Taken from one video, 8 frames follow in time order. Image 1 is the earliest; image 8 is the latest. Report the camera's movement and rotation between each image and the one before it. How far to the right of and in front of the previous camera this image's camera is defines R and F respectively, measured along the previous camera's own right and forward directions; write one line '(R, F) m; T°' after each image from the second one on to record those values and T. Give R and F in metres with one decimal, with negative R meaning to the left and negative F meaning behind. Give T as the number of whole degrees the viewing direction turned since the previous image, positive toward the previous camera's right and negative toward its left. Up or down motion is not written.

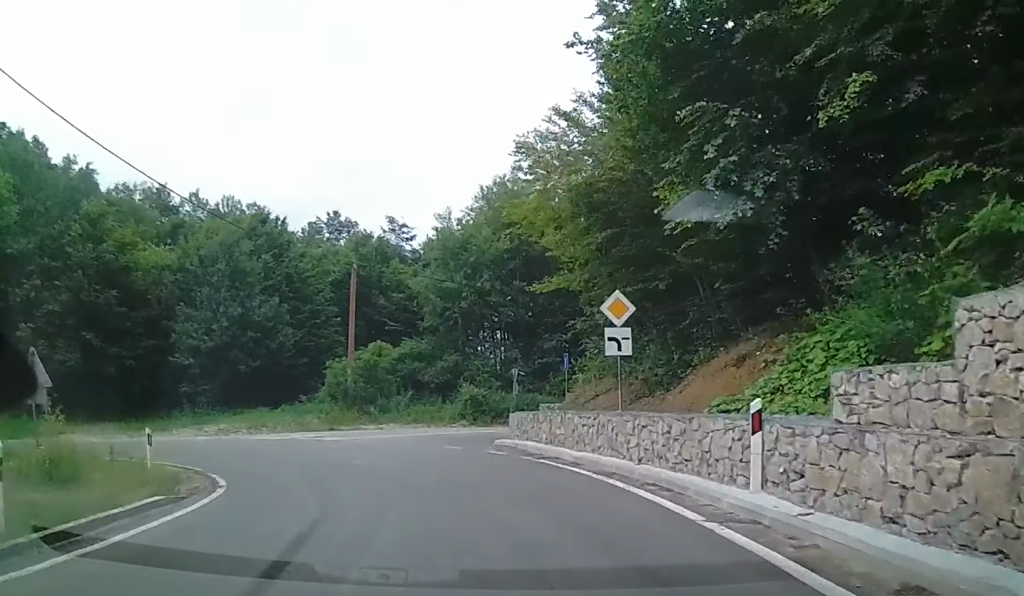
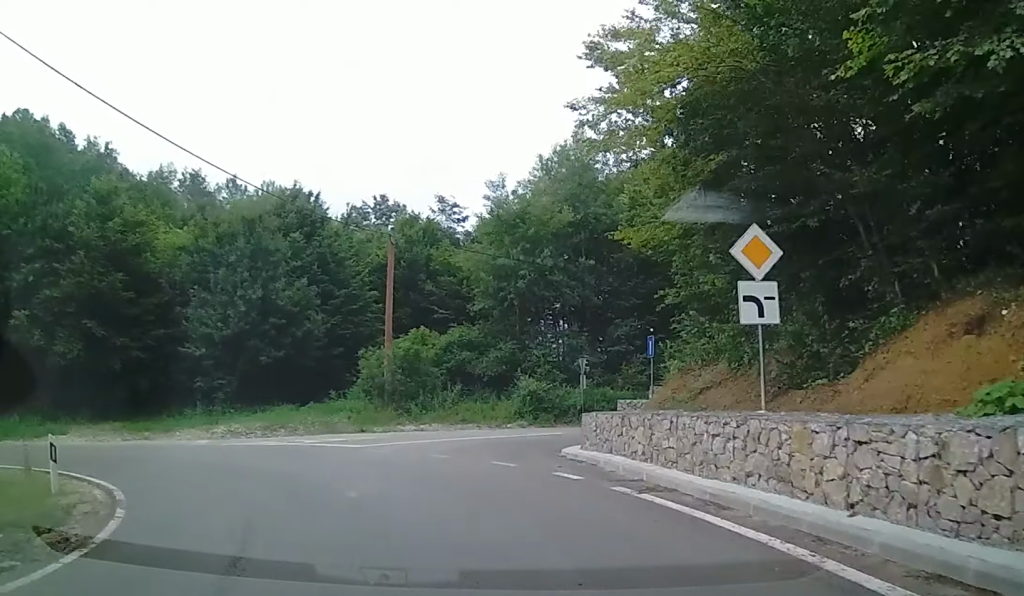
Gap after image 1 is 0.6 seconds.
(-0.1, +5.9) m; -2°
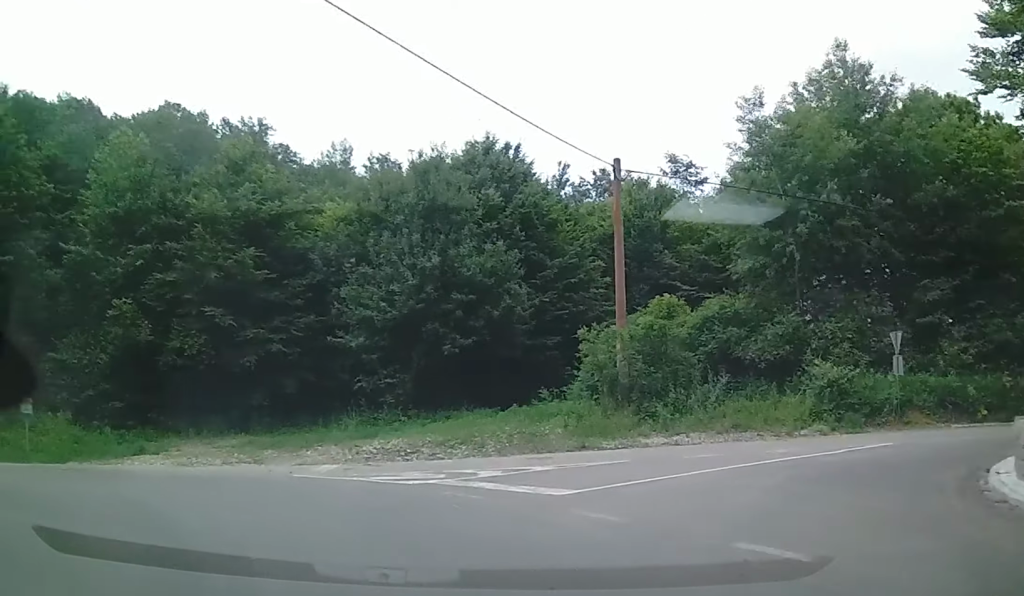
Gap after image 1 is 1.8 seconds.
(-0.6, +12.4) m; -5°
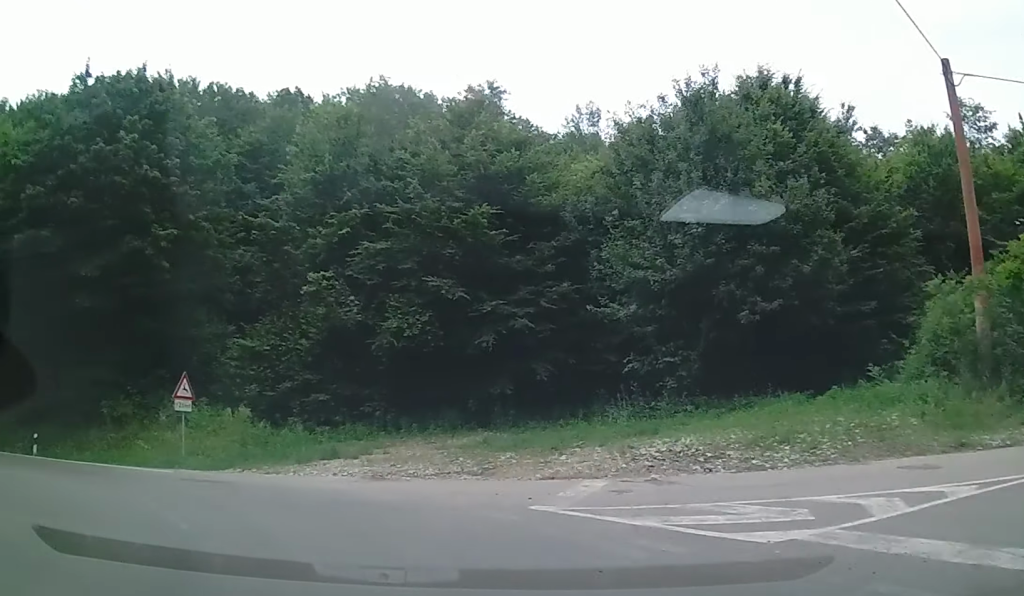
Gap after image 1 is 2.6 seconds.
(-0.3, +8.3) m; -8°
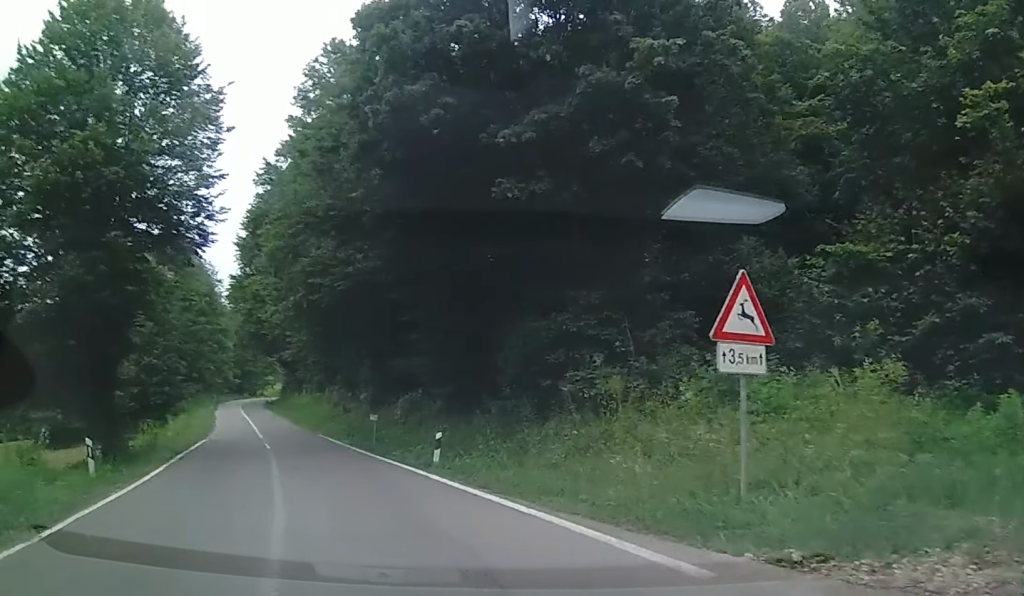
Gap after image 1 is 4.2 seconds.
(-3.6, +15.2) m; -47°
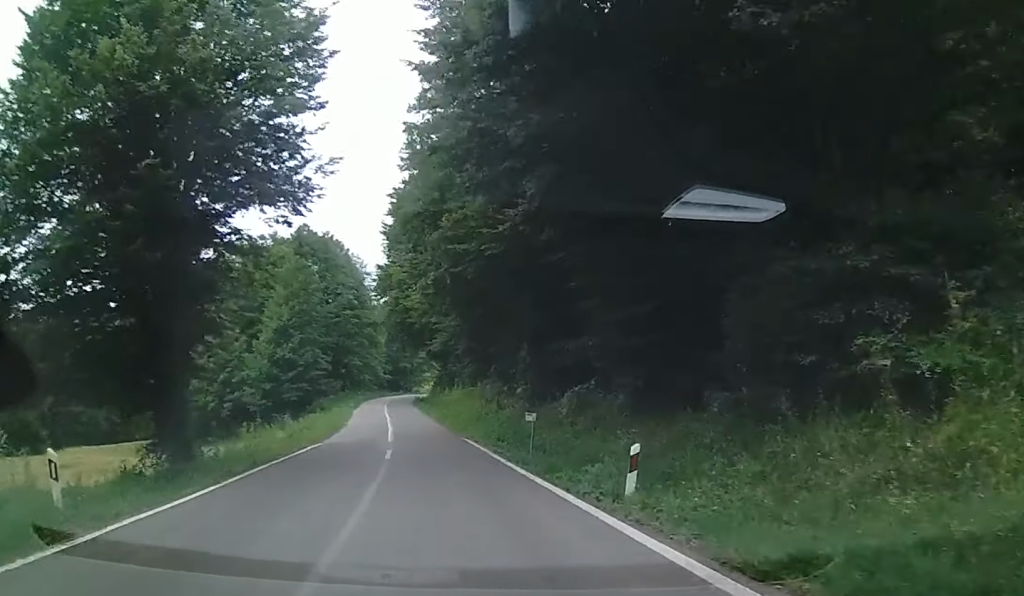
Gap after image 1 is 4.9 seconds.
(-2.2, +4.5) m; -32°
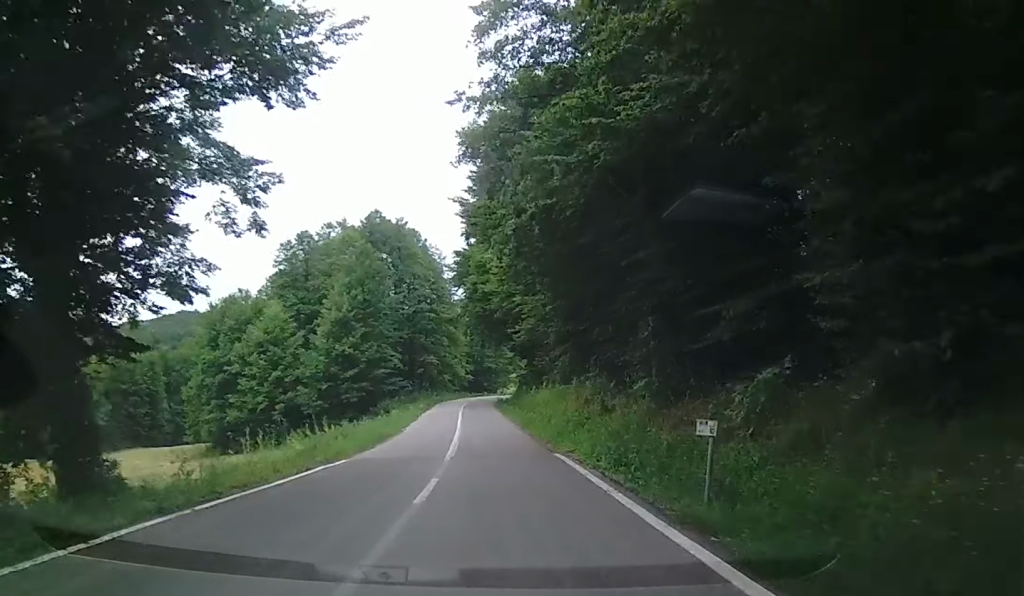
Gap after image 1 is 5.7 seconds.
(-2.0, +6.7) m; -9°
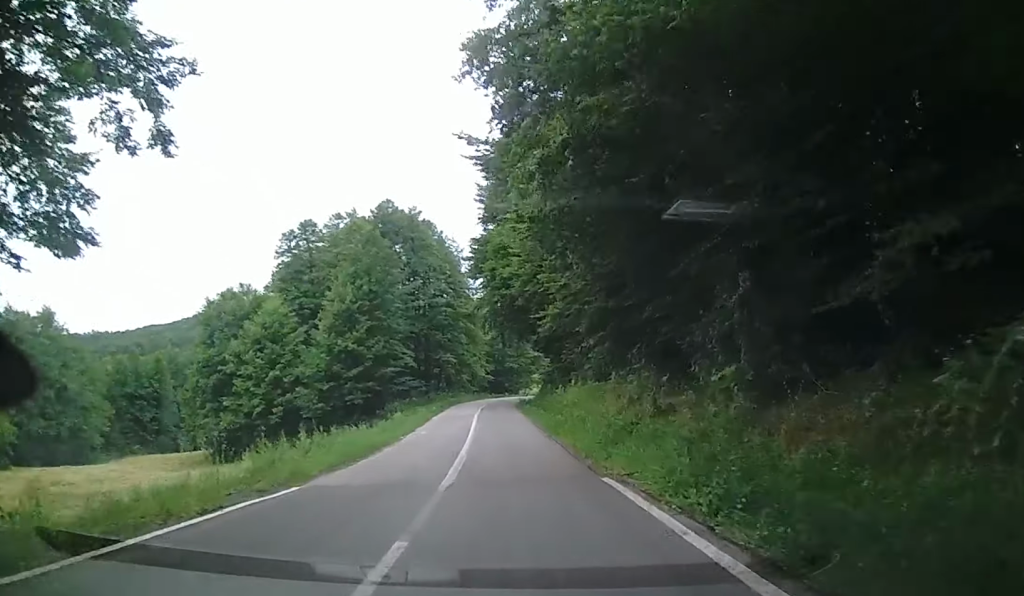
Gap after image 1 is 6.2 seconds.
(-0.4, +4.1) m; +4°
